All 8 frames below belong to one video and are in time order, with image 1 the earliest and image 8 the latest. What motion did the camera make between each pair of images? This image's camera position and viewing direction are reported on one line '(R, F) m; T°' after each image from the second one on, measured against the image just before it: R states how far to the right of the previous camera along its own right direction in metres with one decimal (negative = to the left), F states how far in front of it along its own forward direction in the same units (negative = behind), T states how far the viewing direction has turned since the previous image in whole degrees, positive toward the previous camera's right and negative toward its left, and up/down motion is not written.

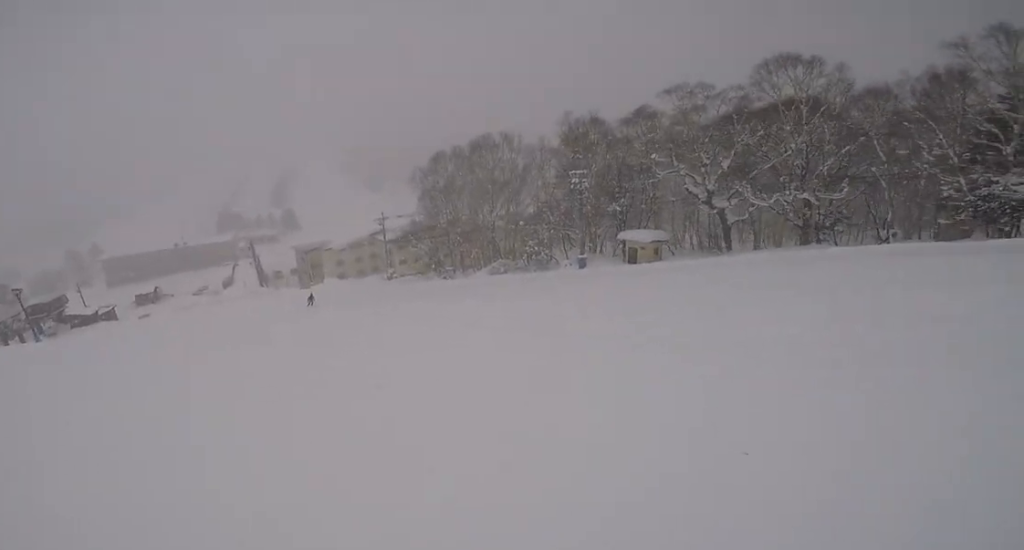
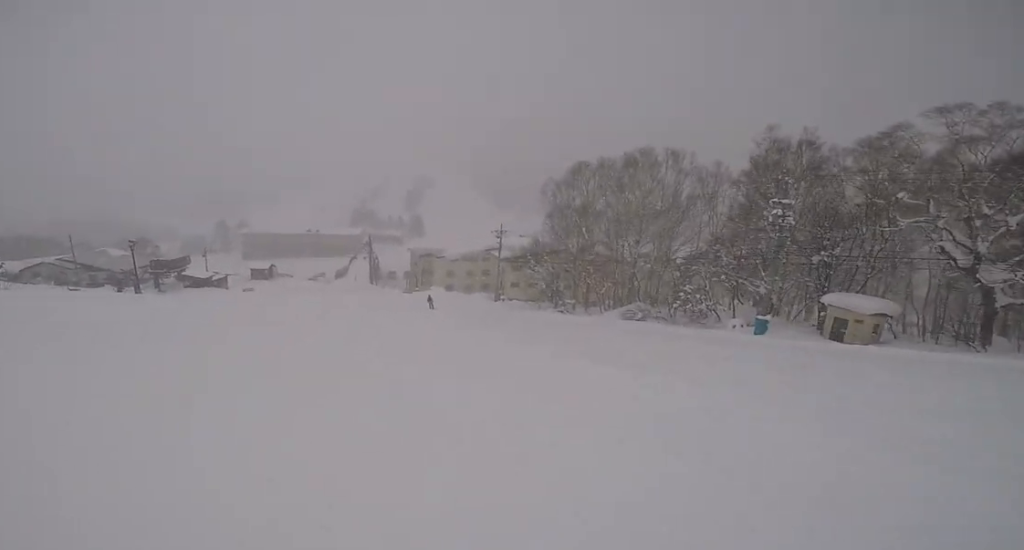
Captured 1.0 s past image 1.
(-0.3, +7.7) m; -13°
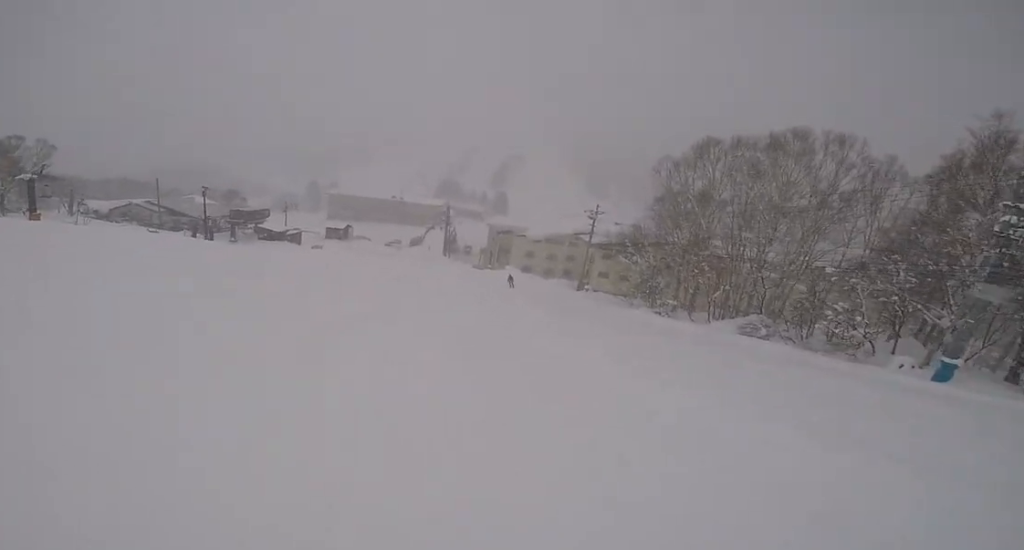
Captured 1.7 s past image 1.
(-0.8, +5.1) m; -15°
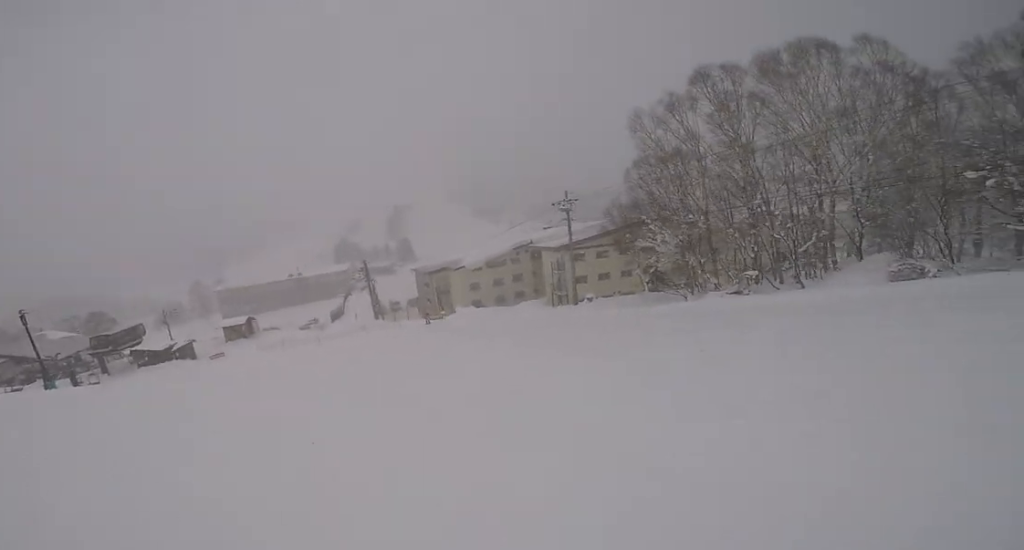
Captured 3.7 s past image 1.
(-0.9, +13.0) m; +14°
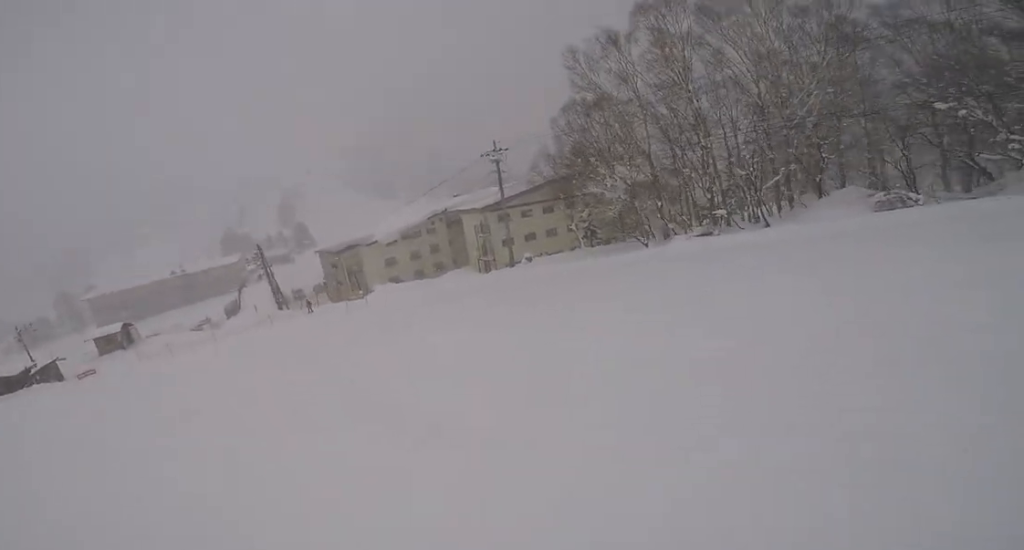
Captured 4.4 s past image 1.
(+1.1, +5.0) m; +16°
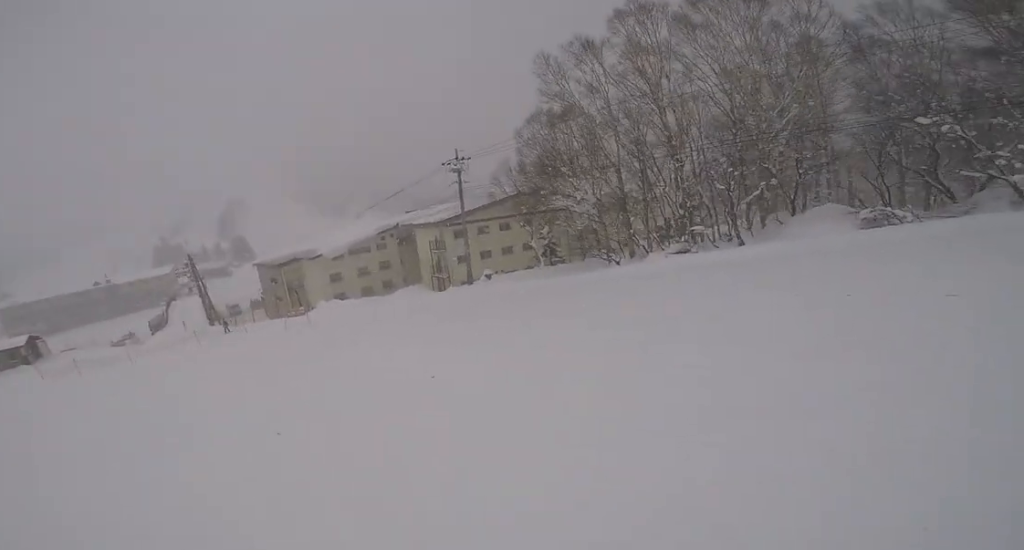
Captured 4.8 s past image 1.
(-0.3, +2.8) m; +7°
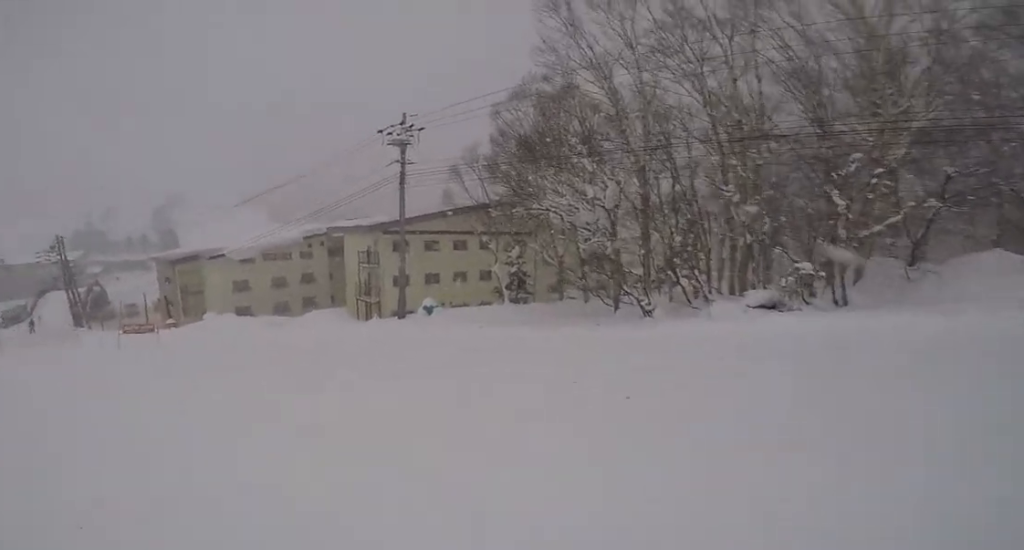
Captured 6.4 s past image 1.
(+2.4, +9.5) m; +9°
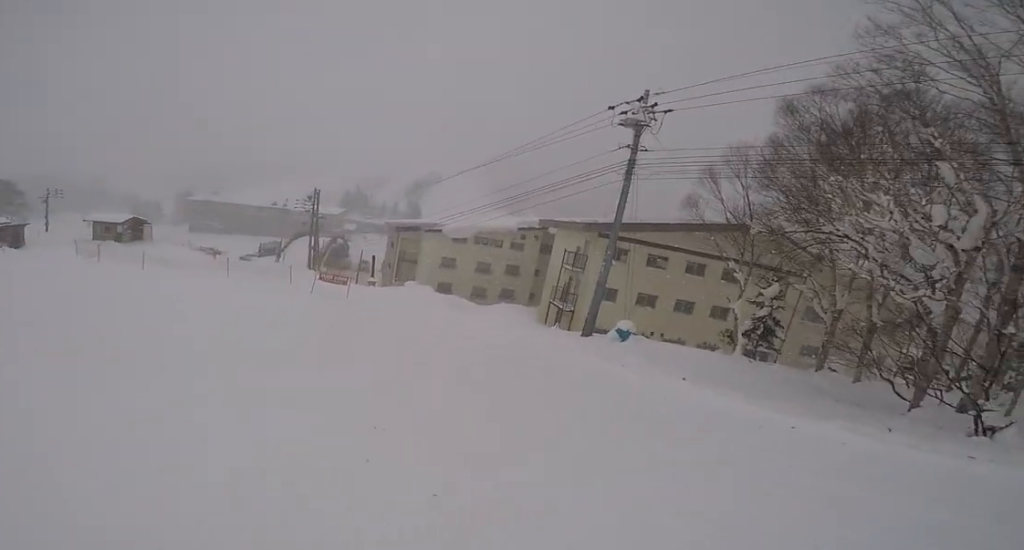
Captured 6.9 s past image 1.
(-0.6, +3.4) m; -10°
